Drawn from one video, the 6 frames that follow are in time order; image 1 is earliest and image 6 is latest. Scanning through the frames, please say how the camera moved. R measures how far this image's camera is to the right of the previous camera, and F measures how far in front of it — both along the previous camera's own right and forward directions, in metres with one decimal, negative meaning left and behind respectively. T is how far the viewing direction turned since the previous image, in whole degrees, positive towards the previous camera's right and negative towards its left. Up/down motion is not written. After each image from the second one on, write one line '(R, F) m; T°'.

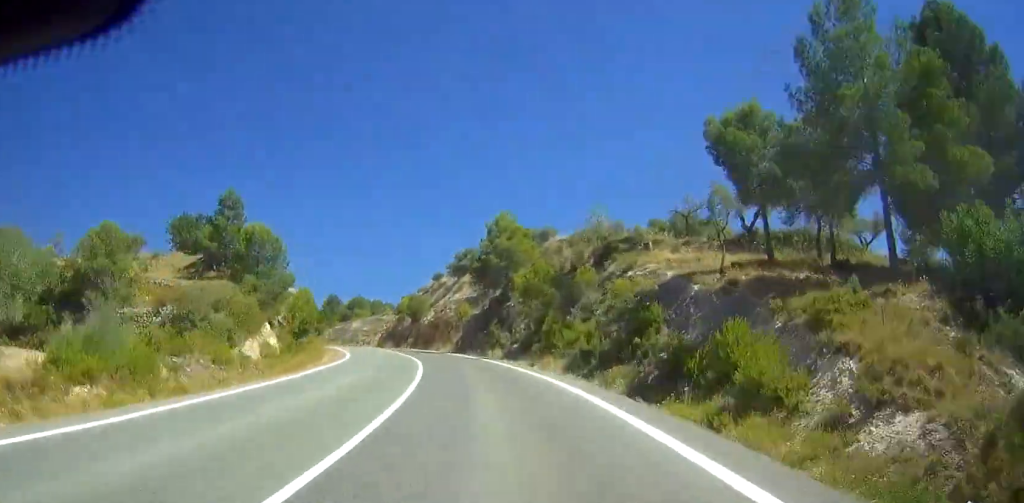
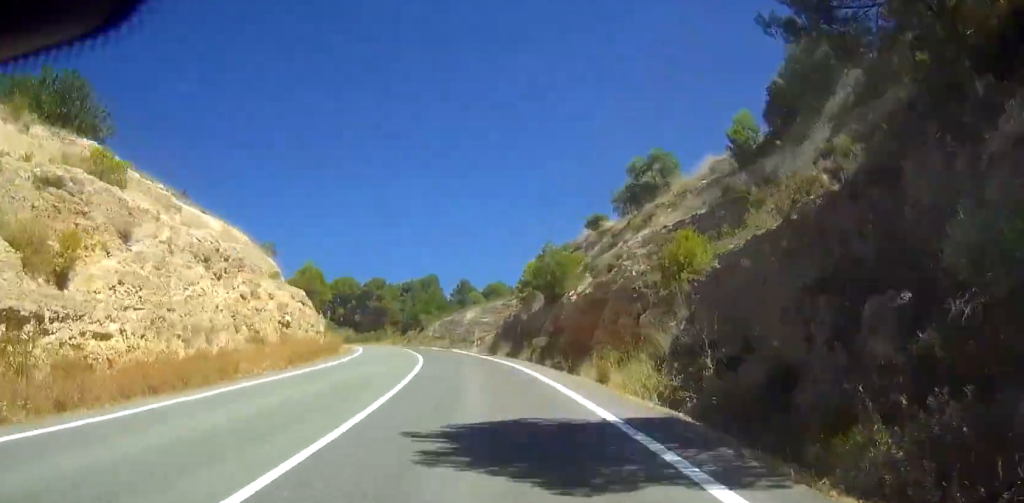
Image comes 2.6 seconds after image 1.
(-3.7, +50.7) m; -10°
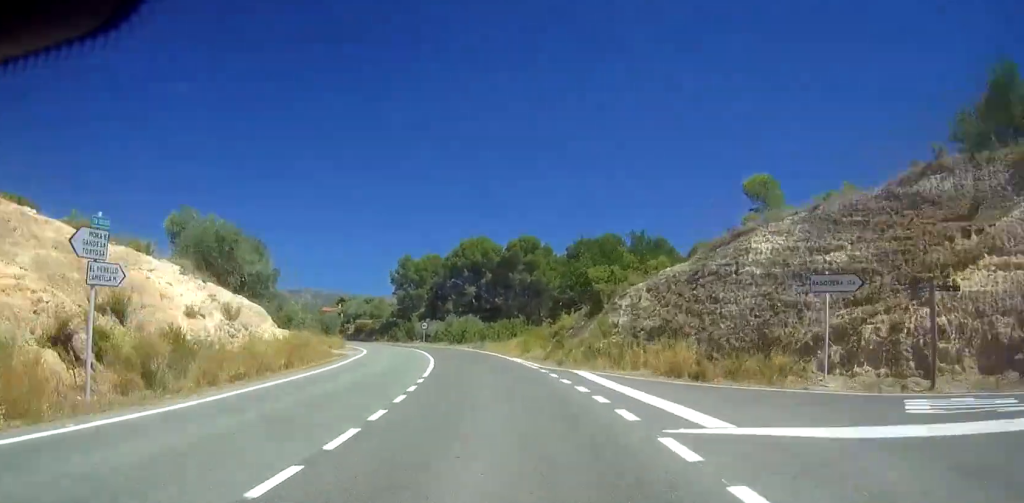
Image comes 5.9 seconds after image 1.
(-6.9, +70.6) m; -14°
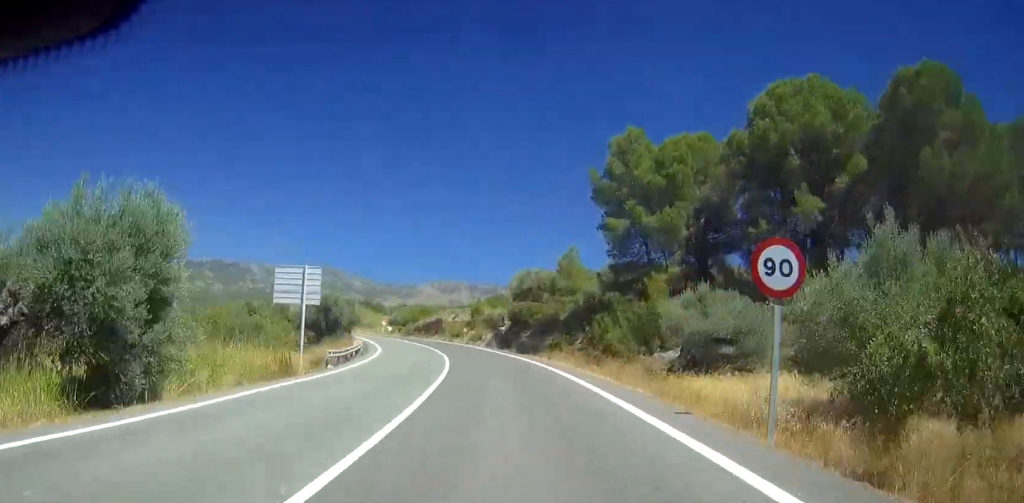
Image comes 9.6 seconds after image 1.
(-10.2, +81.9) m; -15°
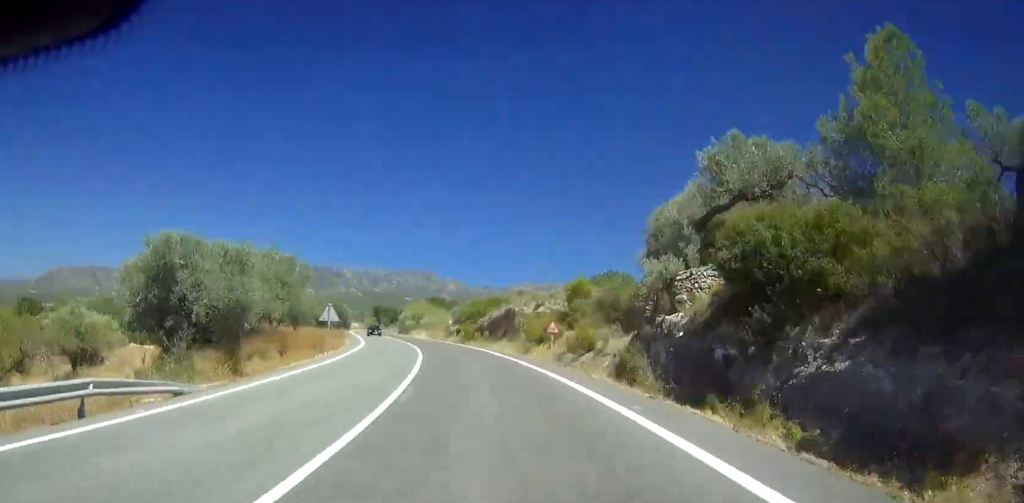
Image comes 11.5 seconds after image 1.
(-5.7, +44.9) m; -6°
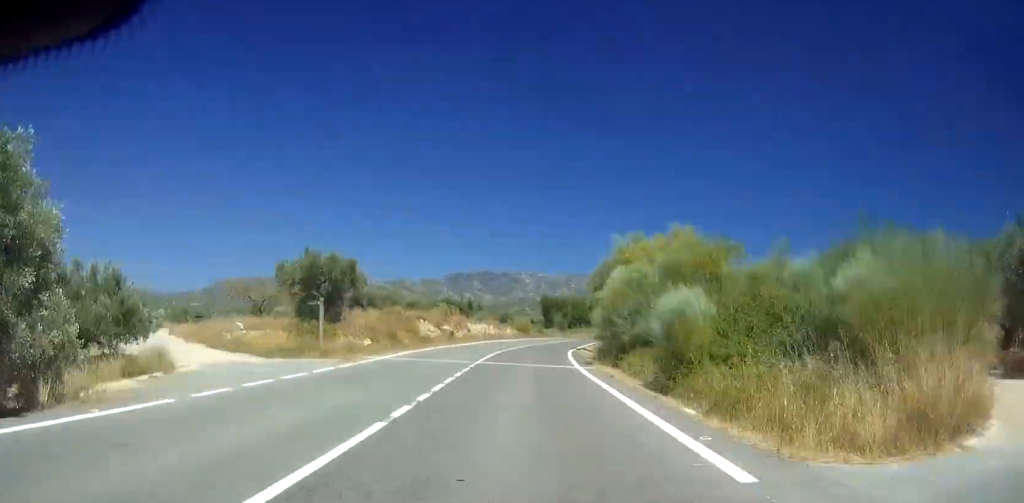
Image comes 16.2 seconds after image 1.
(-11.9, +110.5) m; -5°
